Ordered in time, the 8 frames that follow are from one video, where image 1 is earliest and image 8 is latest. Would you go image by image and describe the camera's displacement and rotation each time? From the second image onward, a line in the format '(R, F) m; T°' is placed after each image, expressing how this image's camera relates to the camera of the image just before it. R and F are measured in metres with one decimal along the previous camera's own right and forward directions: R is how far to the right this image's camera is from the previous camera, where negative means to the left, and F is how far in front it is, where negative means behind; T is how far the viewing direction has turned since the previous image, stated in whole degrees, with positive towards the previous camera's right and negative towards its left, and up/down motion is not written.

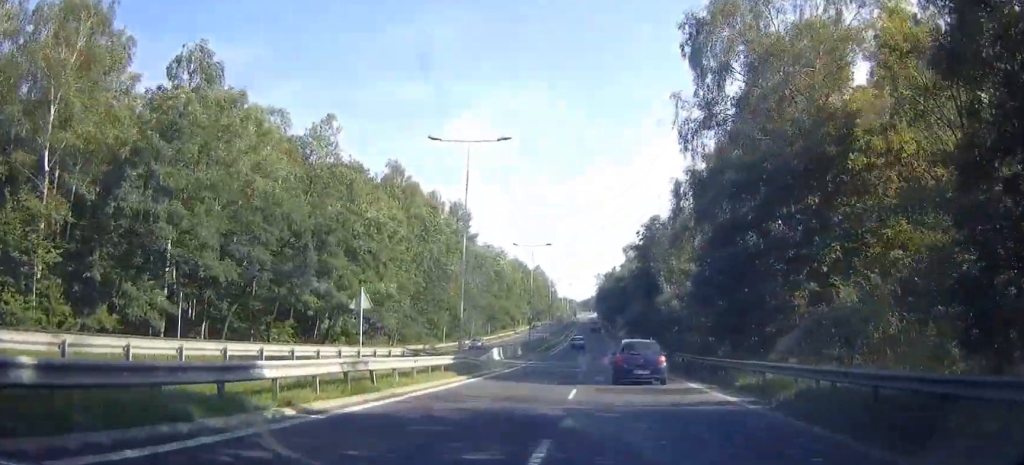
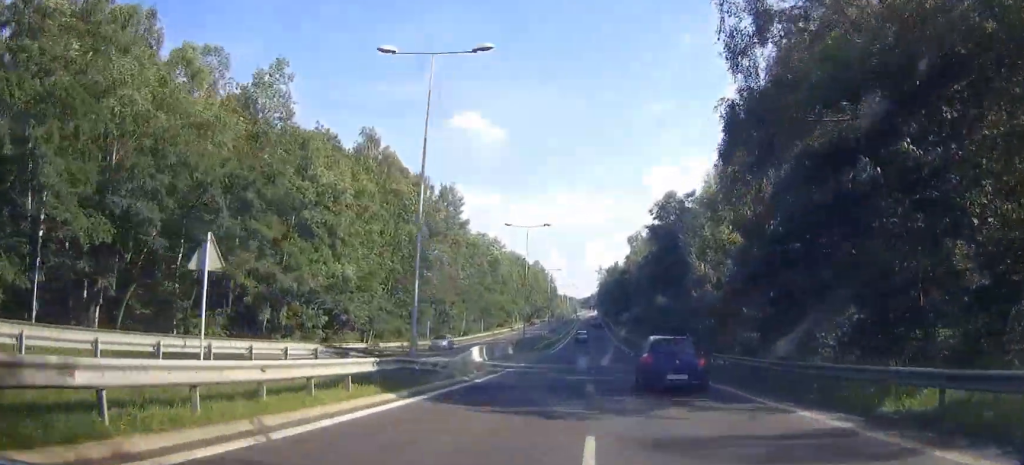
(-0.1, +11.5) m; -1°
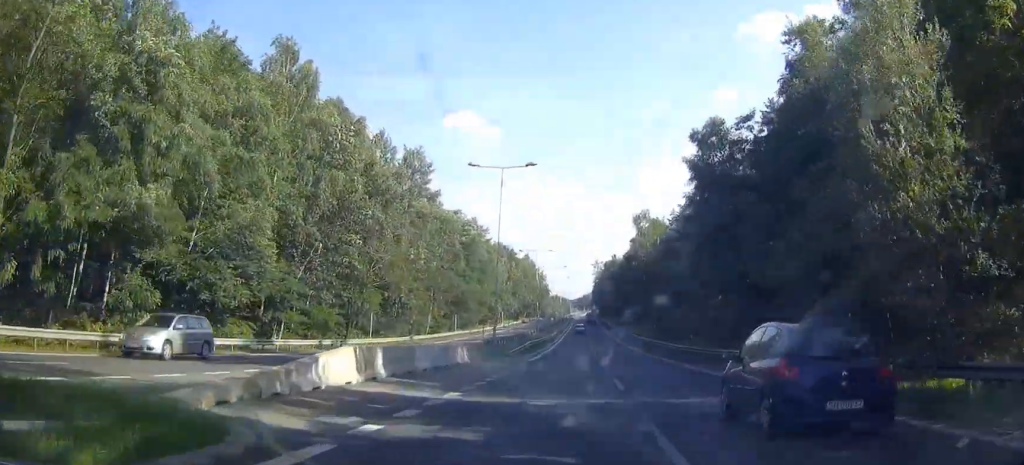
(0.0, +22.9) m; 0°
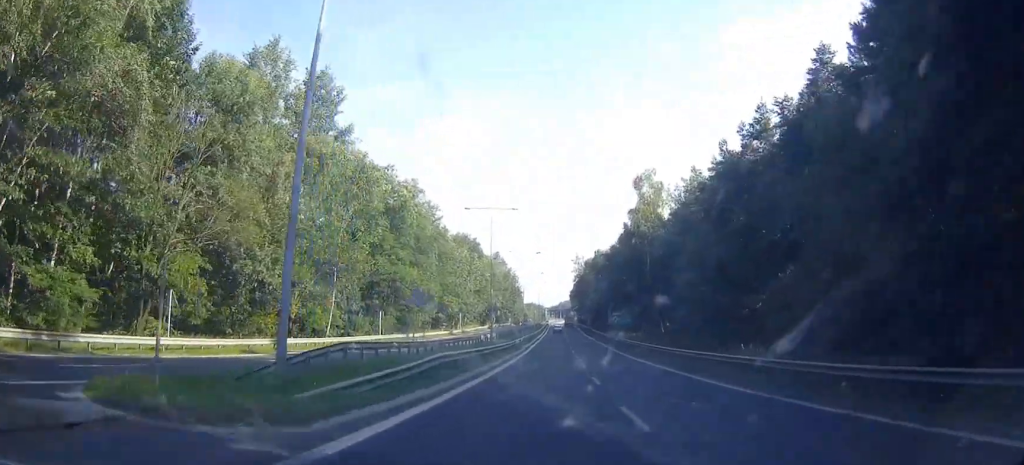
(+0.4, +30.8) m; +2°
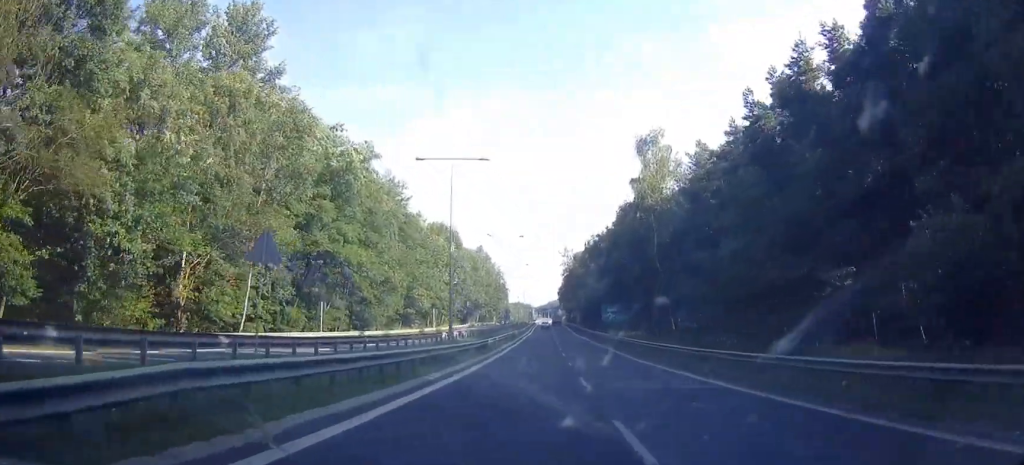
(+0.1, +14.8) m; +1°
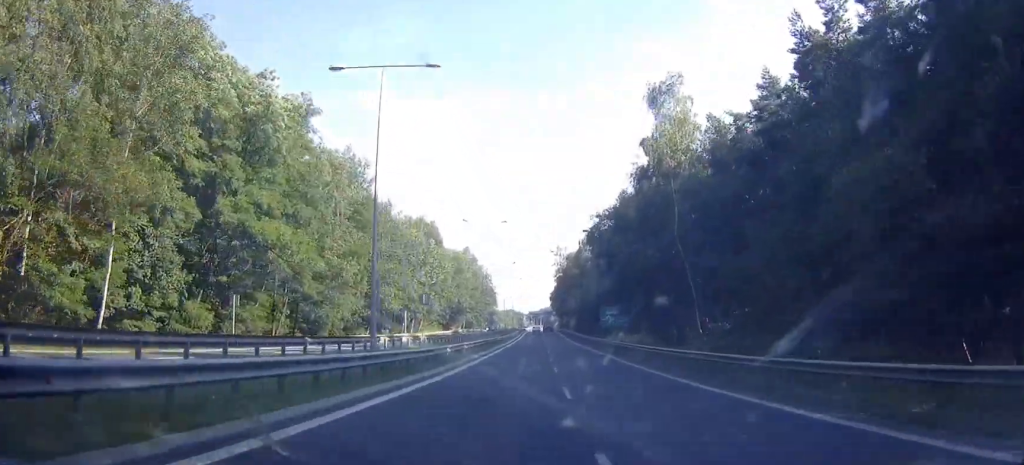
(0.0, +15.0) m; +1°
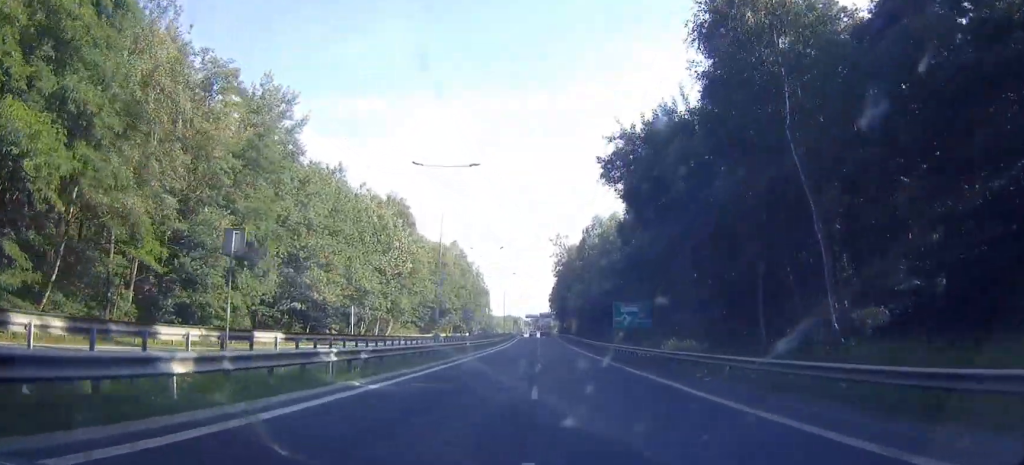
(+0.3, +24.4) m; +1°
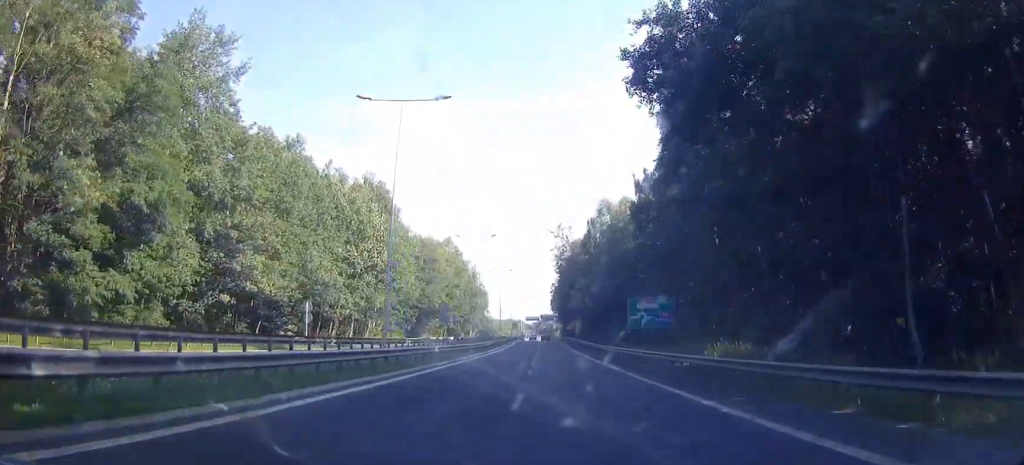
(+0.1, +13.8) m; 0°
